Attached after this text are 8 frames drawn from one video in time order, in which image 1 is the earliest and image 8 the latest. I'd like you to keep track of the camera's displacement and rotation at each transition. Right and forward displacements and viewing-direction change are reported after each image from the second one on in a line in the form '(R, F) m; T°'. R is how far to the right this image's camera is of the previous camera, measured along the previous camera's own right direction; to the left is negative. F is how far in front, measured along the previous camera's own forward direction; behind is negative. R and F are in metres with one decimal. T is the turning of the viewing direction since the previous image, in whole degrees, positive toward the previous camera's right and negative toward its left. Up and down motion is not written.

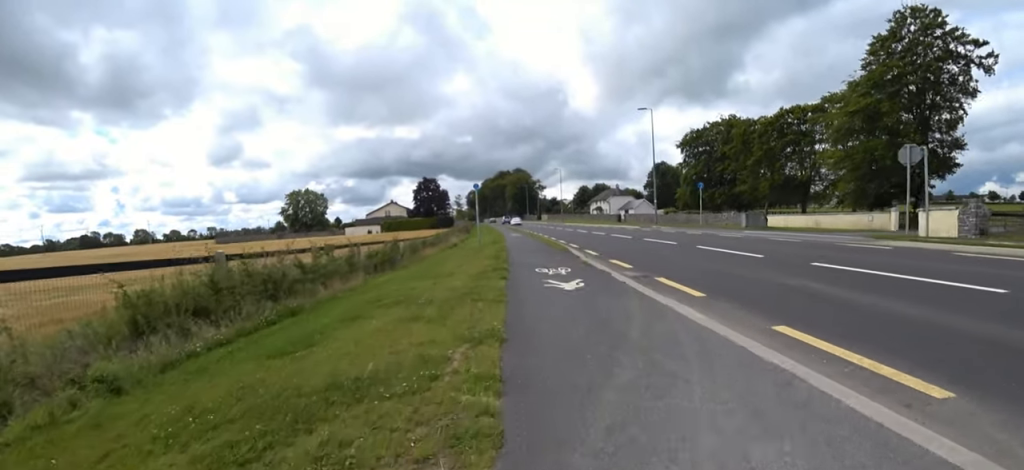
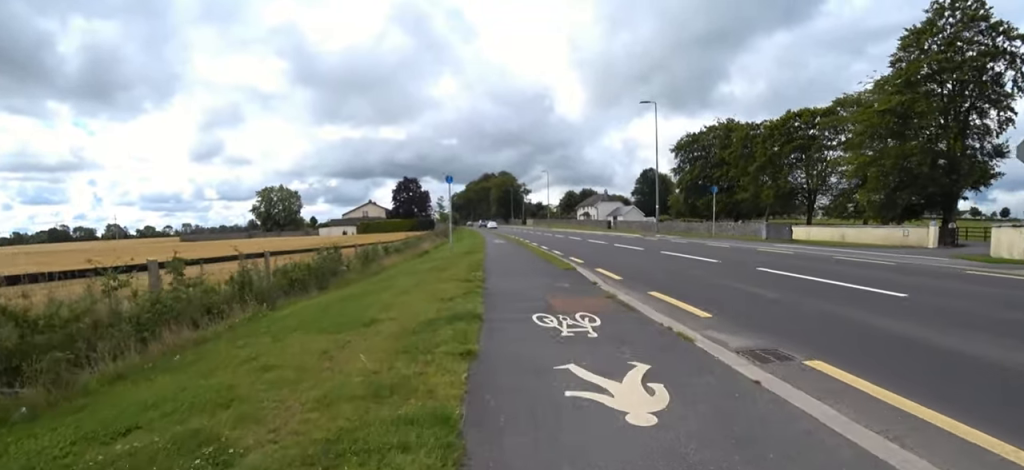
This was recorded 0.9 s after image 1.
(+0.4, +4.7) m; 0°
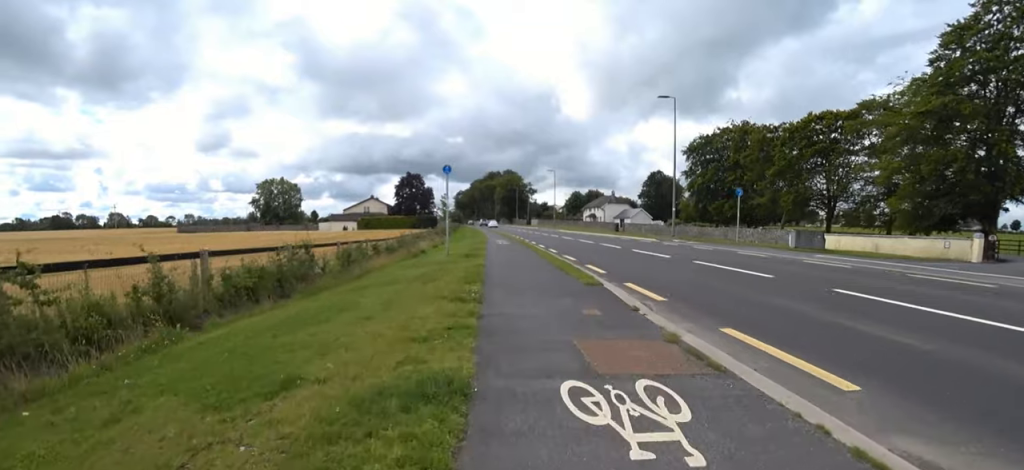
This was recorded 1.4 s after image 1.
(-0.1, +2.5) m; -2°
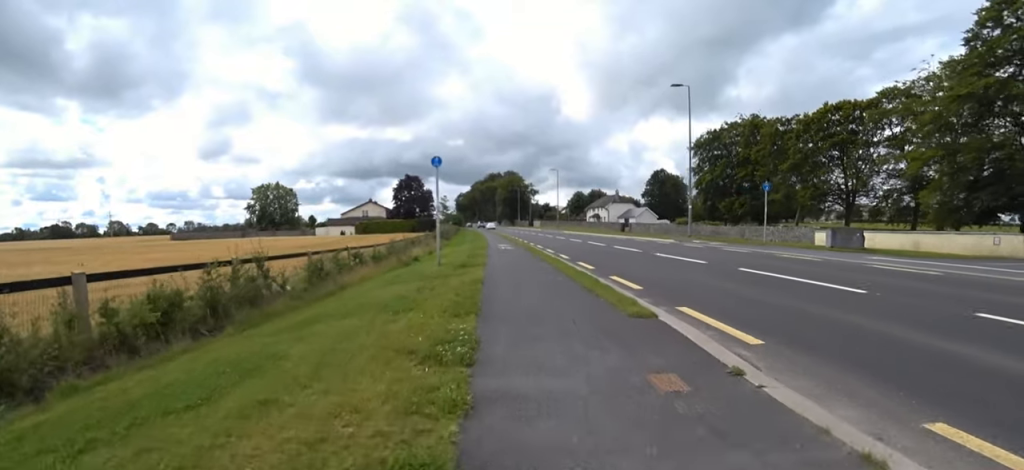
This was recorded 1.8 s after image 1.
(-0.1, +2.7) m; -2°
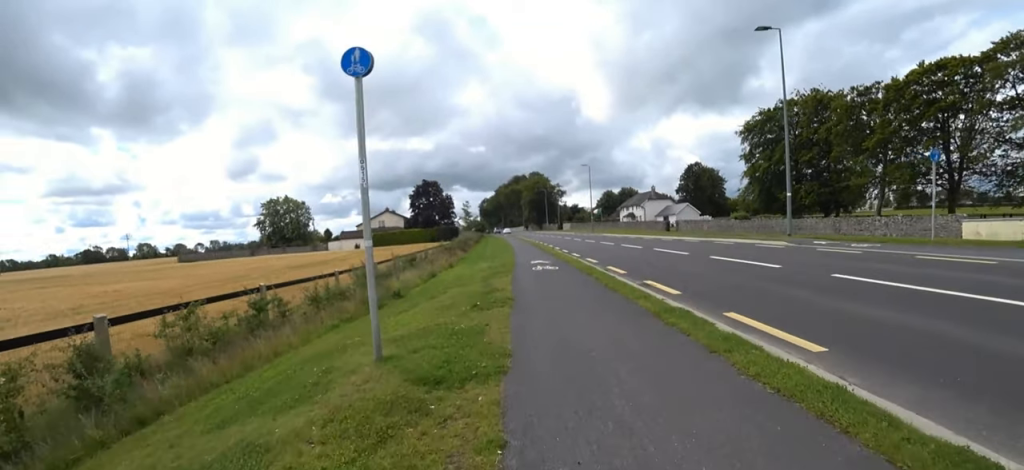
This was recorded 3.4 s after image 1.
(+0.2, +8.3) m; +4°
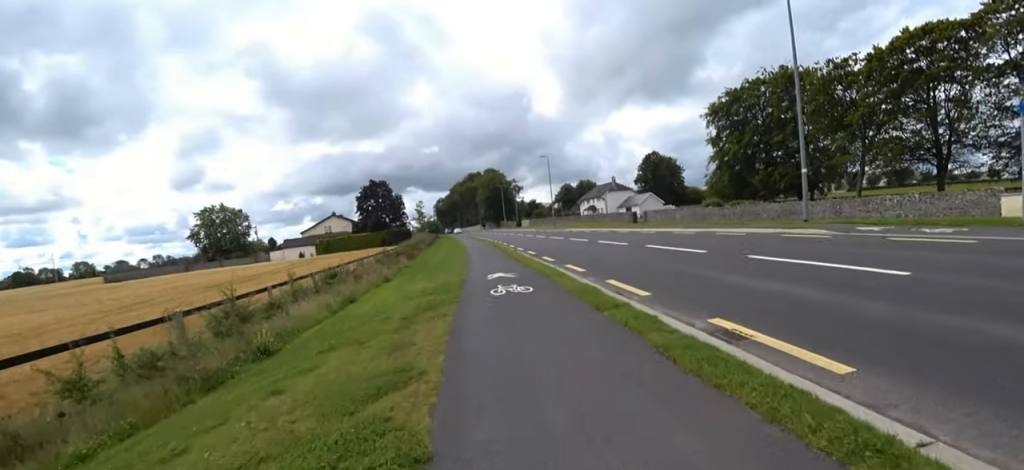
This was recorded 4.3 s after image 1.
(+0.1, +5.0) m; 0°
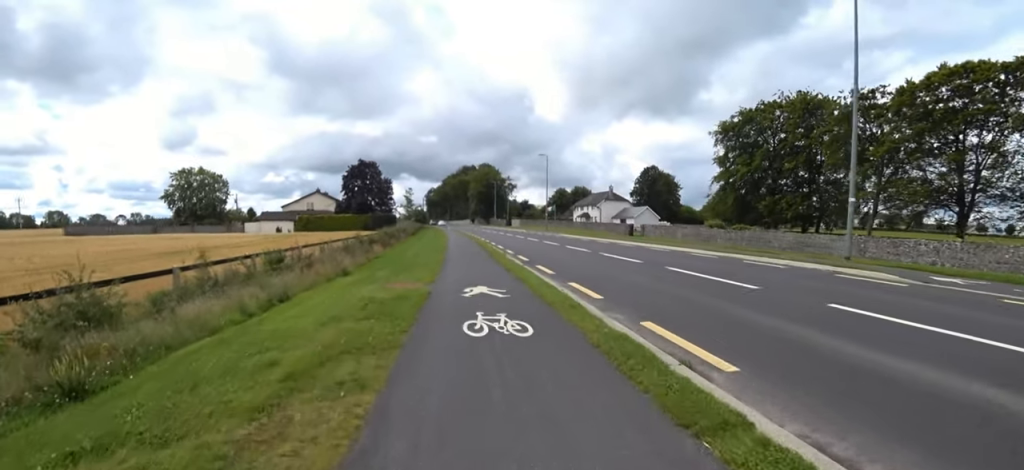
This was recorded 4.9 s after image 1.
(-0.2, +3.2) m; -1°
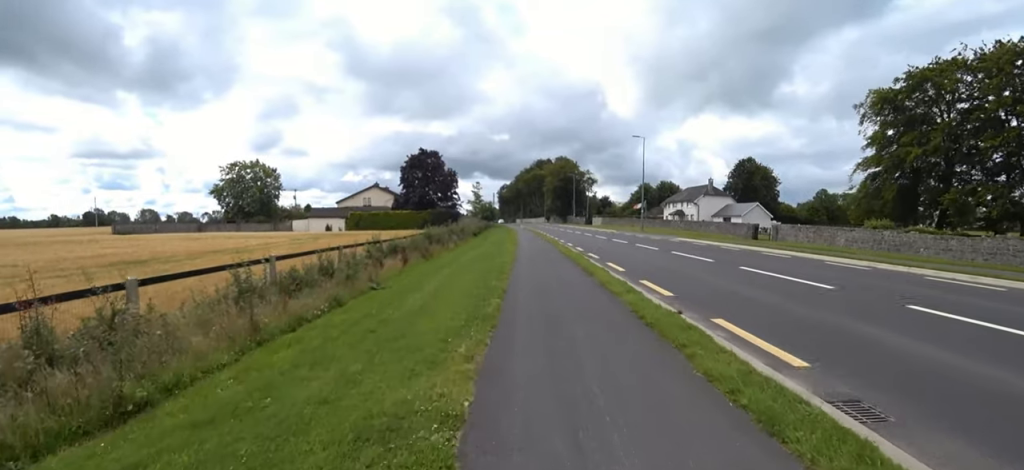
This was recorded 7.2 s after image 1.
(-1.6, +11.4) m; -9°
